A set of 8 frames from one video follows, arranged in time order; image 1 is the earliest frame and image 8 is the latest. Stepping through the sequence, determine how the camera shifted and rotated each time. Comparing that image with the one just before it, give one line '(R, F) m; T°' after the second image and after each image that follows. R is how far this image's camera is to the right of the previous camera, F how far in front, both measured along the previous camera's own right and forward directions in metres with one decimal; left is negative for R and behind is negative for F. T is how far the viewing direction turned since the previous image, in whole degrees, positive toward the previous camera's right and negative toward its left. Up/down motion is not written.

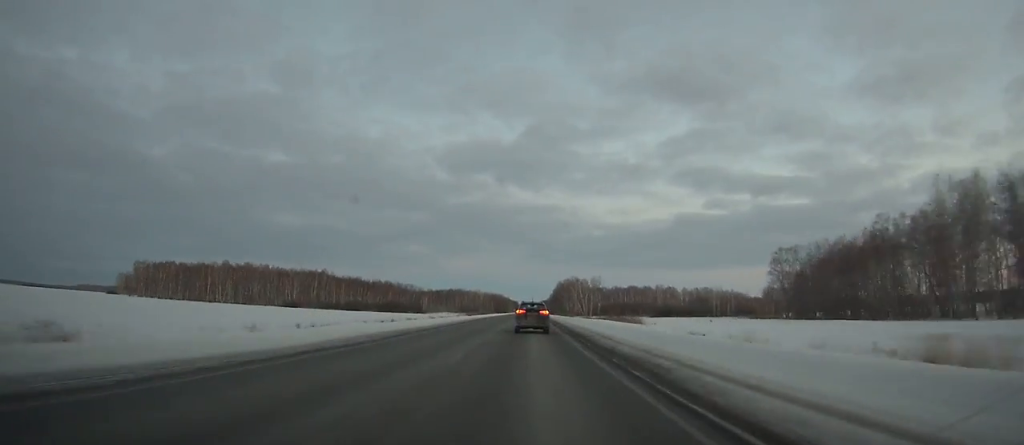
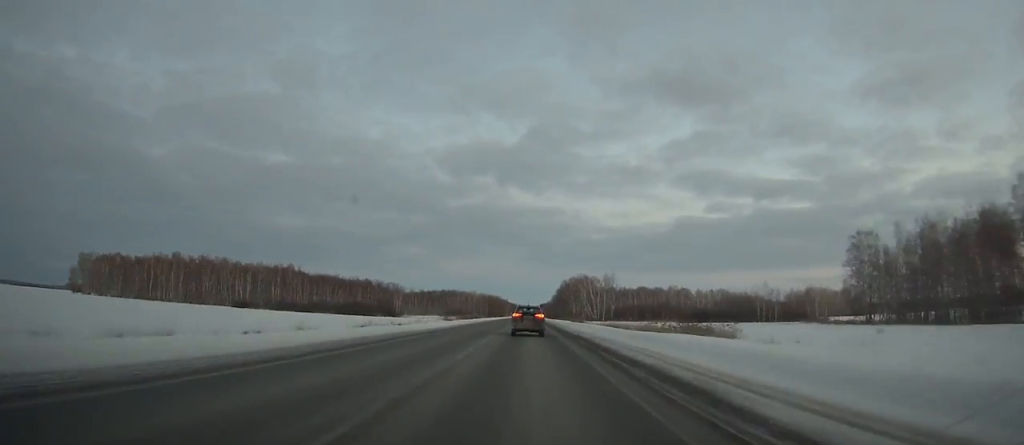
(0.0, +45.1) m; 0°
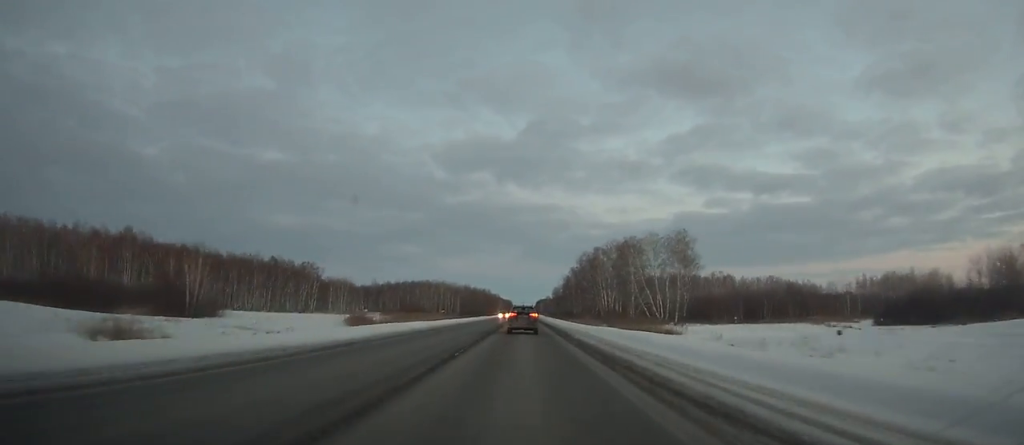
(+0.1, +111.7) m; 0°
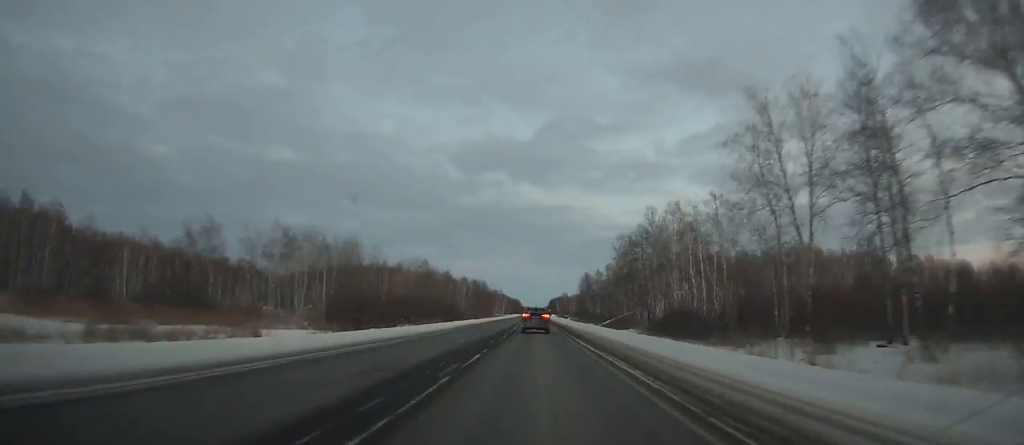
(-0.1, +140.0) m; 0°
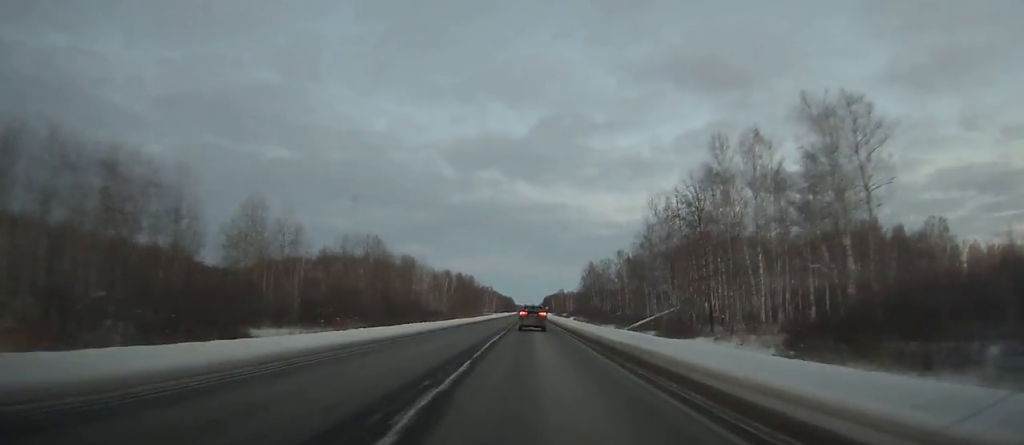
(0.0, +40.1) m; 0°
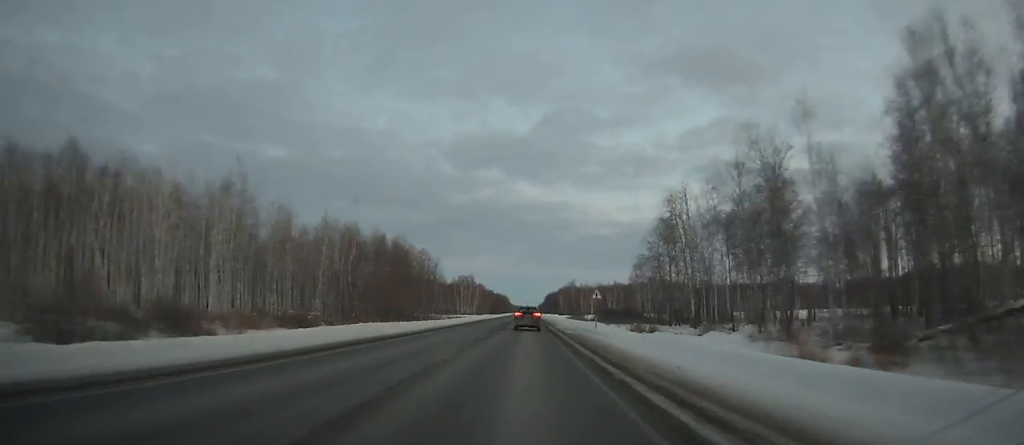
(+0.7, +133.3) m; 0°
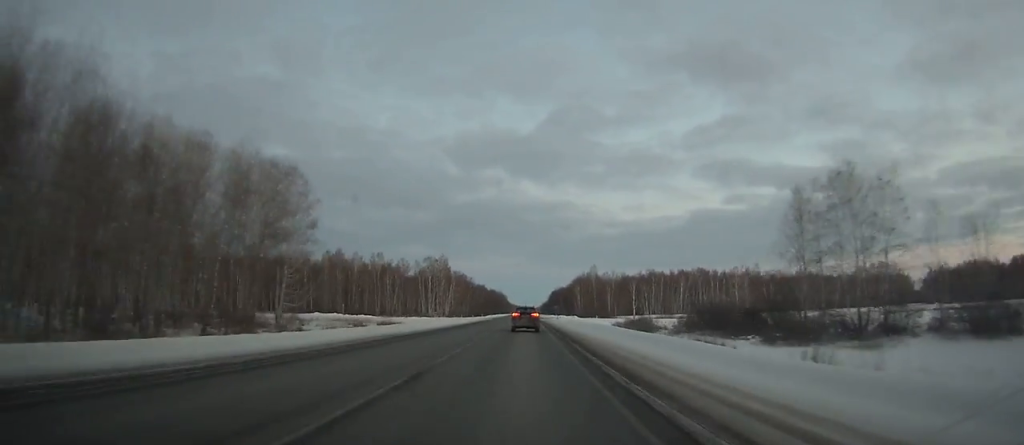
(-0.5, +96.7) m; 0°
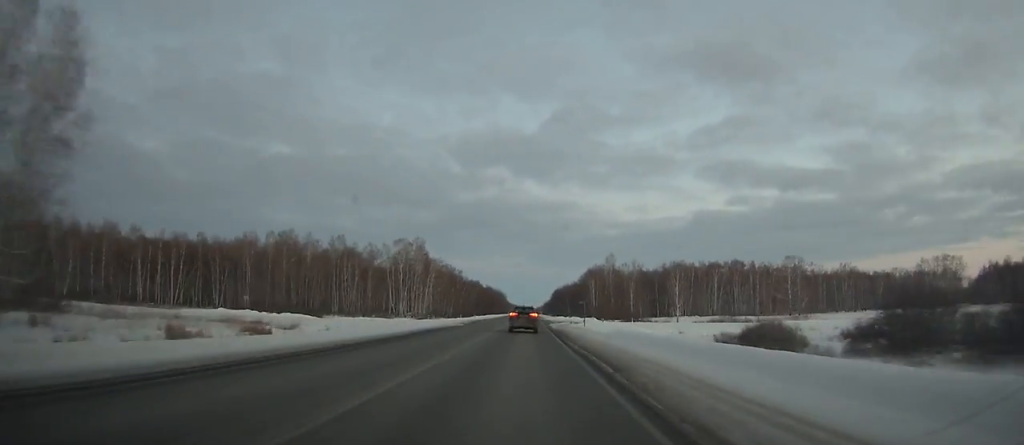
(0.0, +43.3) m; 0°
